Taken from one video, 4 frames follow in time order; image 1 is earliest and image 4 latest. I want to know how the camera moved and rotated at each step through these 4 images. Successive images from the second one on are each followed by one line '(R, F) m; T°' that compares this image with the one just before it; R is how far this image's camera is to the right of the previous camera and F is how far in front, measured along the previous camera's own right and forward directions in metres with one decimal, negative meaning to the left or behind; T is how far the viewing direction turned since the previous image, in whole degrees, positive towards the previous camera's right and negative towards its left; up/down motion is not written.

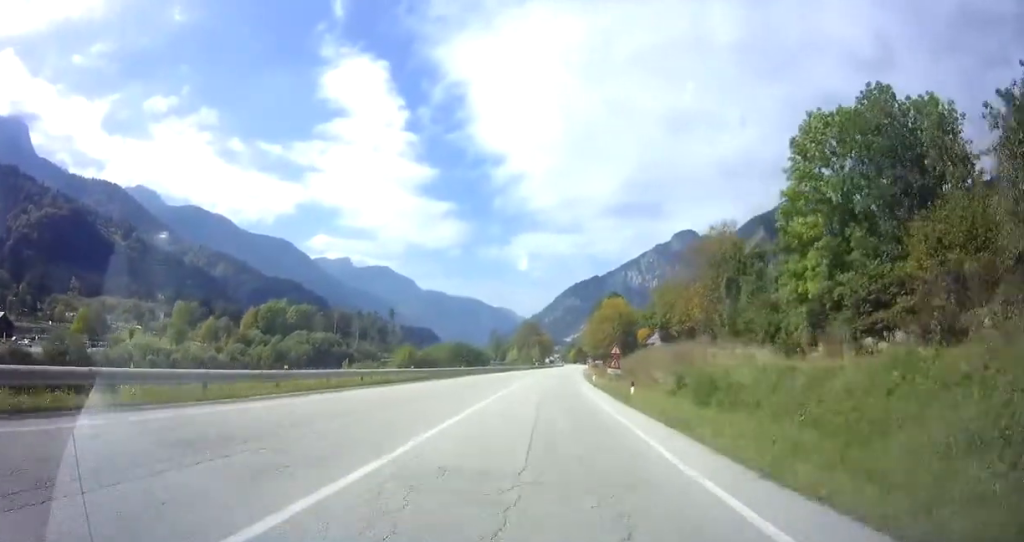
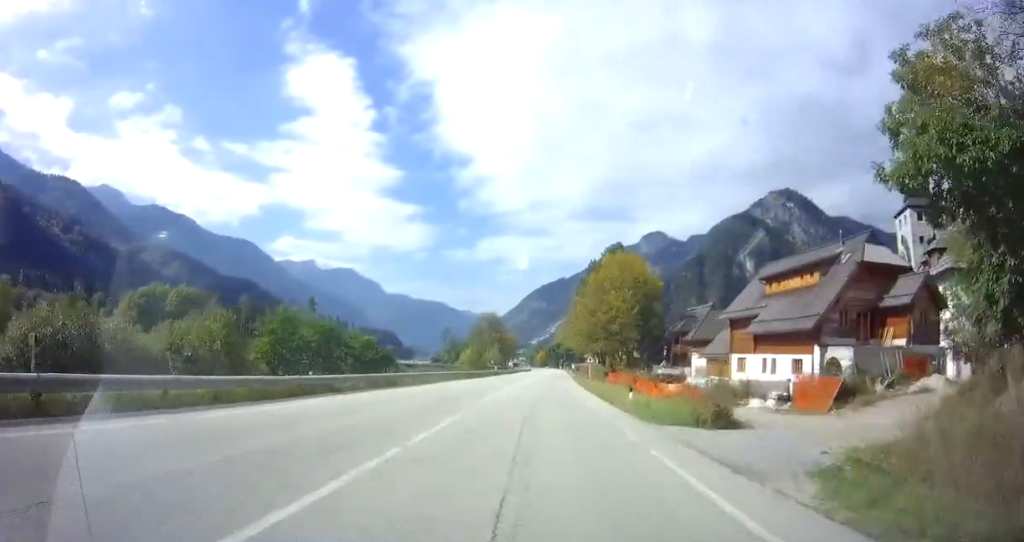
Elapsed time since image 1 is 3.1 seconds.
(+2.5, +57.1) m; +4°
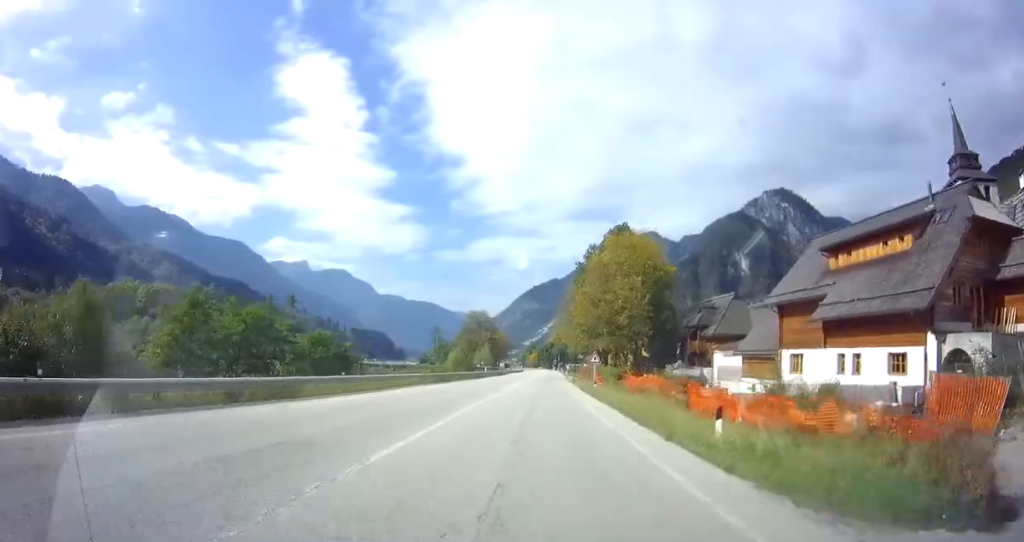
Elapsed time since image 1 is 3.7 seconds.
(-0.3, +11.3) m; 0°
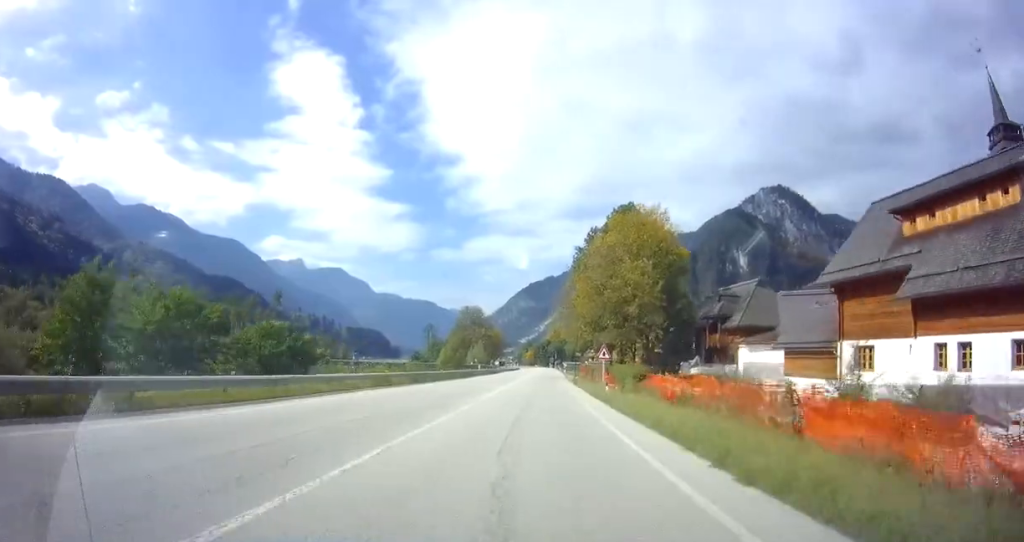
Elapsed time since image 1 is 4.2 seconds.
(+0.2, +8.2) m; +1°
